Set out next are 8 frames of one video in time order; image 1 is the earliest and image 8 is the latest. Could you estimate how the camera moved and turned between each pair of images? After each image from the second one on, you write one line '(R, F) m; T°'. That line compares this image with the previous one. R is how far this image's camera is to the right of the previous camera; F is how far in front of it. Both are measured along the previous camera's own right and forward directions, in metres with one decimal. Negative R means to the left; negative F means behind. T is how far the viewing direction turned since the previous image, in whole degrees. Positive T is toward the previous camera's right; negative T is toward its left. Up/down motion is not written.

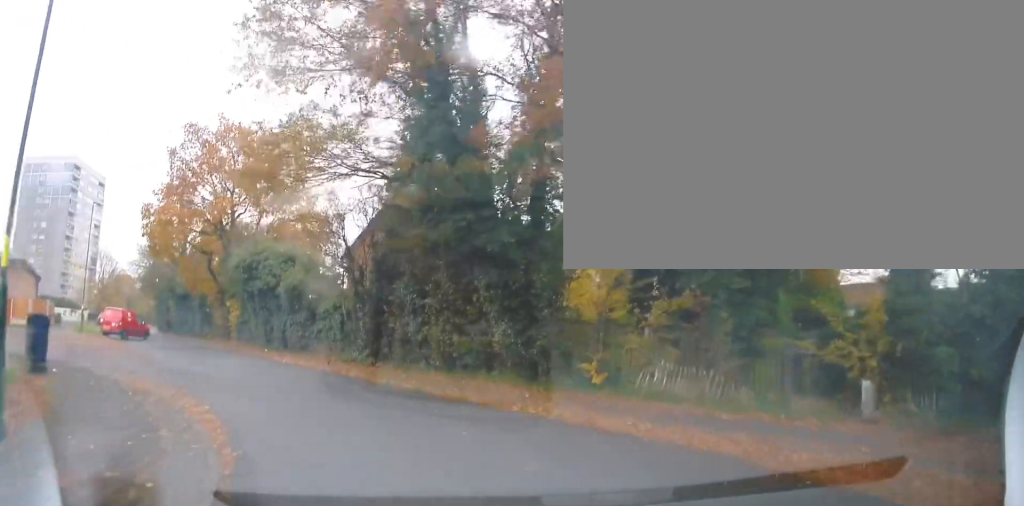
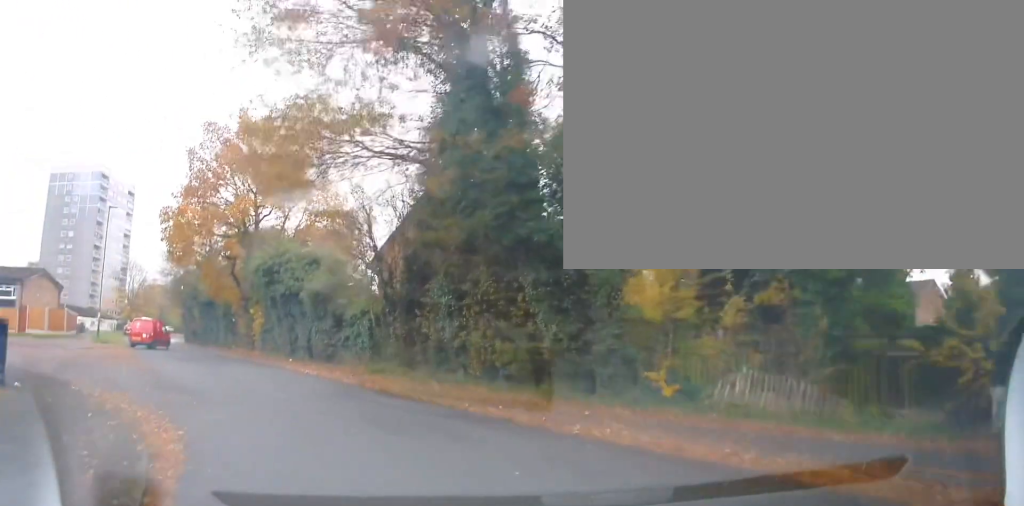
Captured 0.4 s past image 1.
(+0.2, +2.0) m; -2°
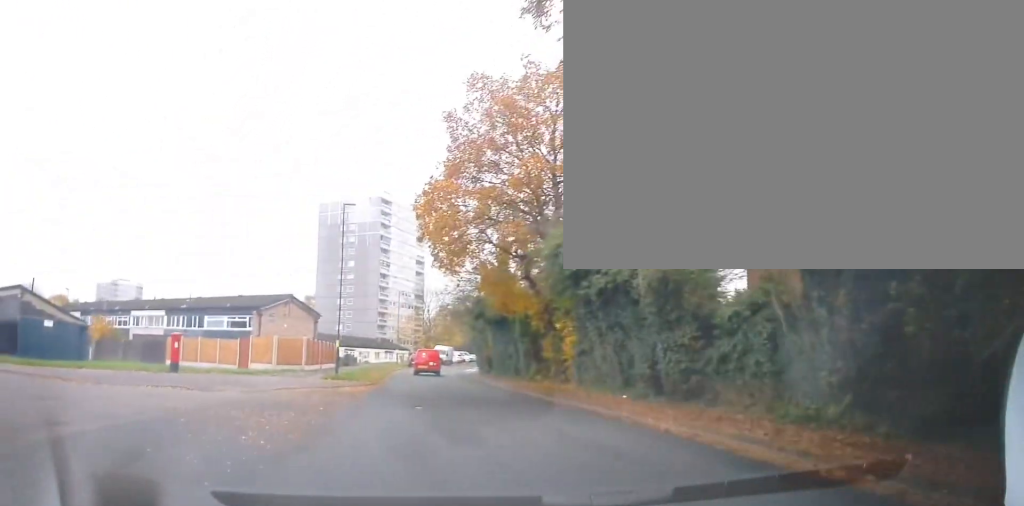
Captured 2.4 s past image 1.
(-2.8, +9.5) m; -30°
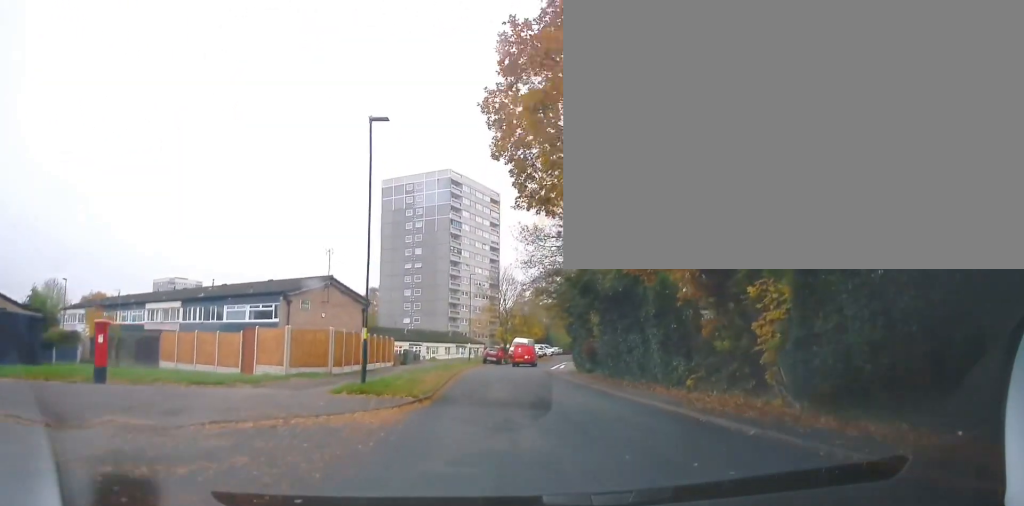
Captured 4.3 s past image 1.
(-0.5, +9.7) m; -4°
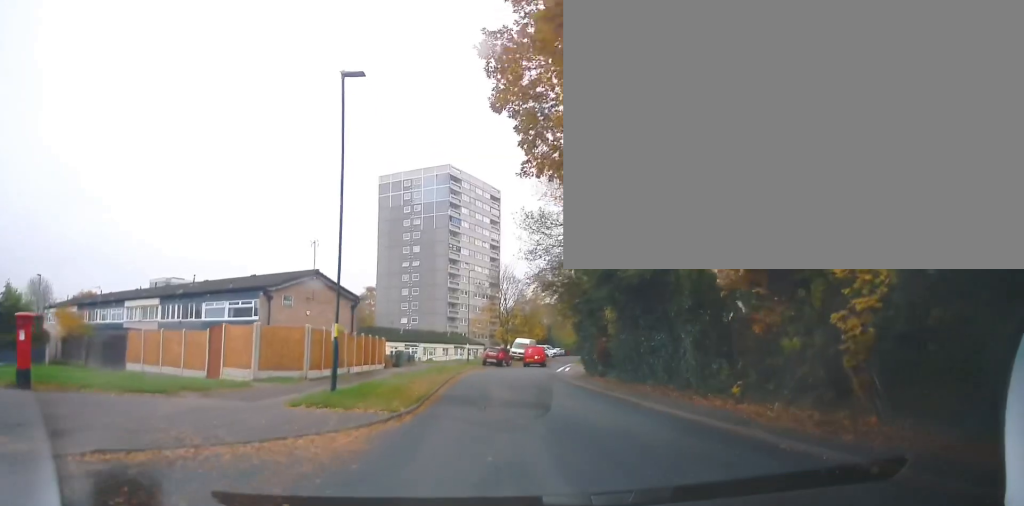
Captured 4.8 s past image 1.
(0.0, +2.9) m; -1°
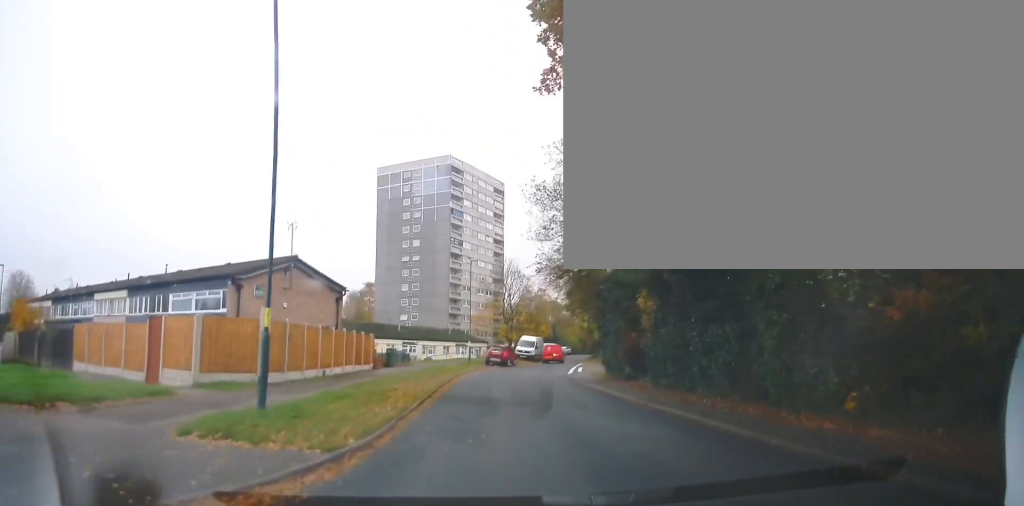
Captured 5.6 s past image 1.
(-0.2, +4.9) m; -2°
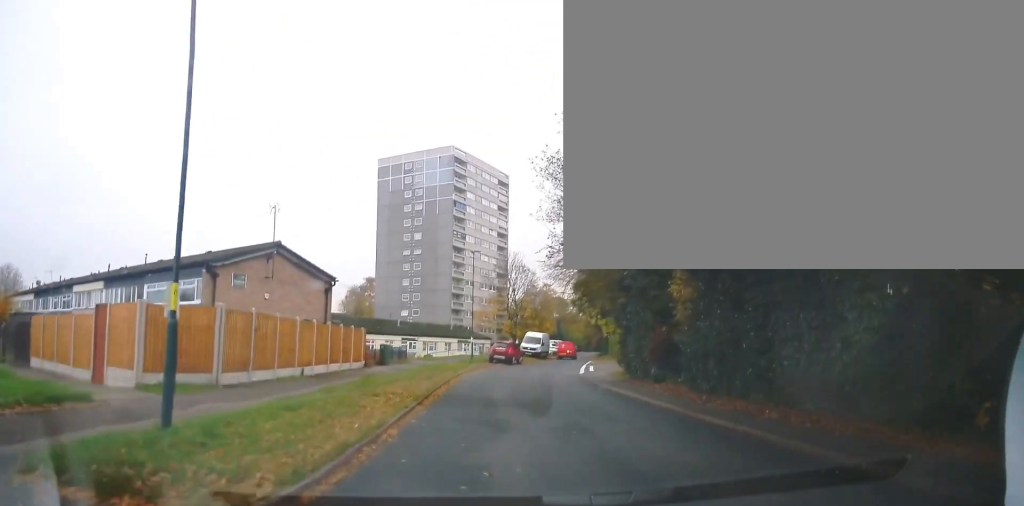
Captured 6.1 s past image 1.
(0.0, +3.0) m; 0°
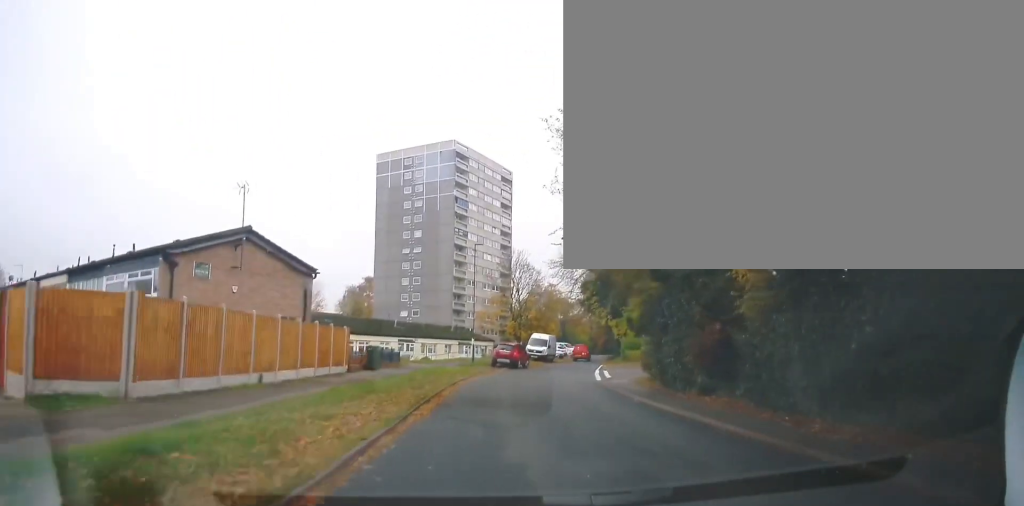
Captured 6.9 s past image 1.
(0.0, +4.5) m; 0°
